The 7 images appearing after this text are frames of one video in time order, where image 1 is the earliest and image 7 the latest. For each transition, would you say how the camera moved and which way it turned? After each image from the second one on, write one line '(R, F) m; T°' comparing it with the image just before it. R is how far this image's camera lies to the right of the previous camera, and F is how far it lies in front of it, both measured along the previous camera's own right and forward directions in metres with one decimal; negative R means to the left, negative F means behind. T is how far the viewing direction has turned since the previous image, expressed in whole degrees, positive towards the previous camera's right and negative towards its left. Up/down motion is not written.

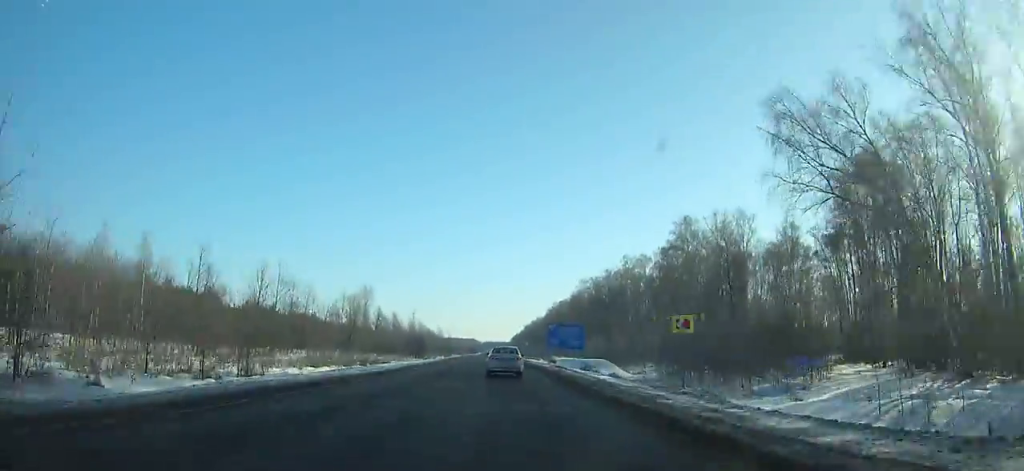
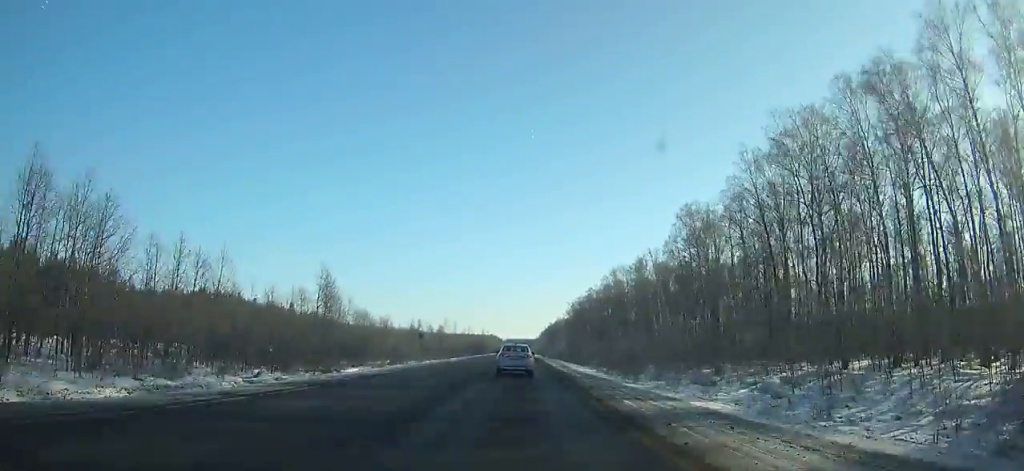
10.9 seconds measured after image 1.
(-9.3, +223.6) m; -2°
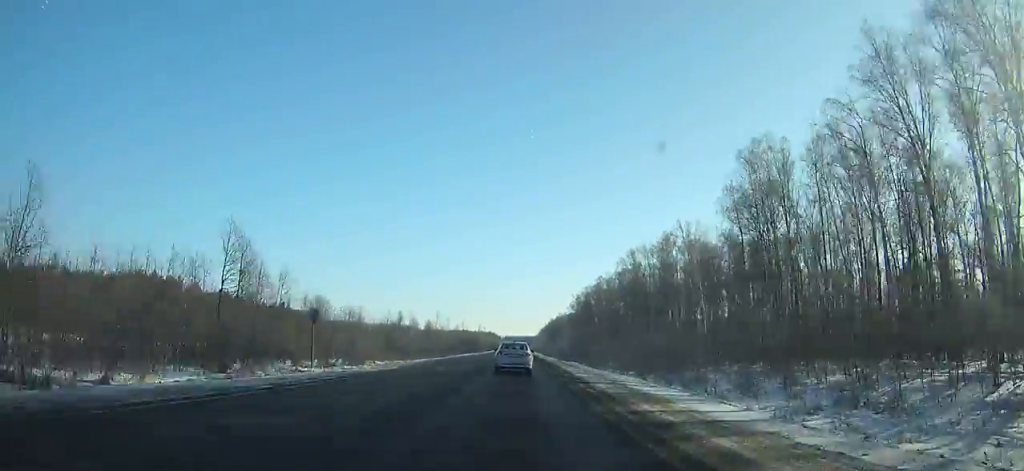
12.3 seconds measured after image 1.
(0.0, +30.5) m; 0°
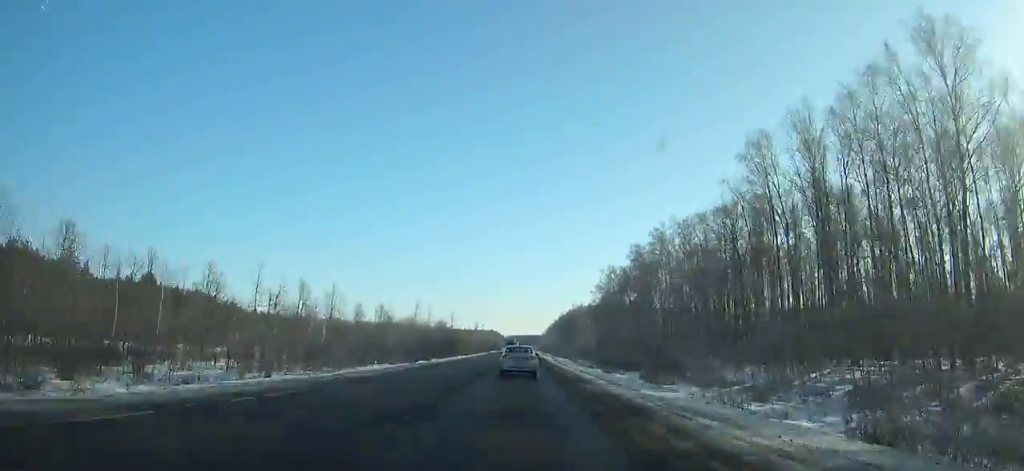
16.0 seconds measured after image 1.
(-0.1, +81.8) m; 0°
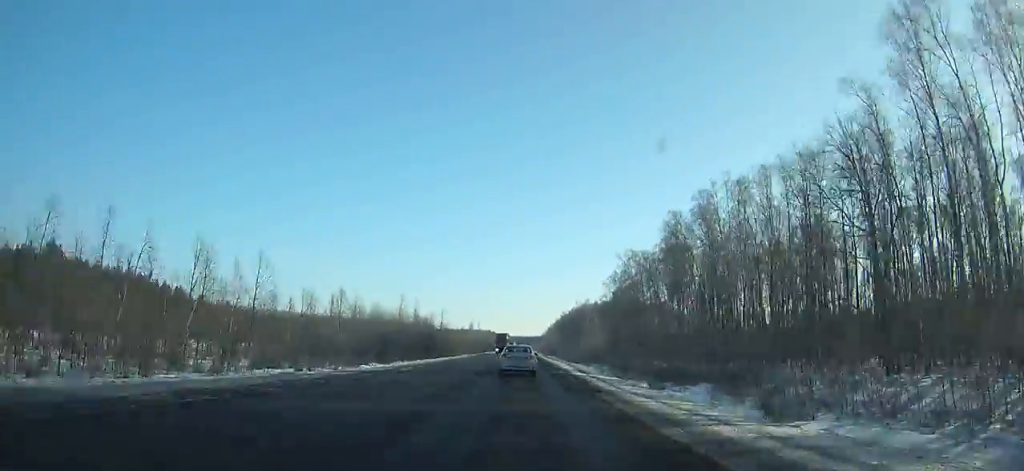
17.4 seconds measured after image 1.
(+0.1, +31.3) m; 0°
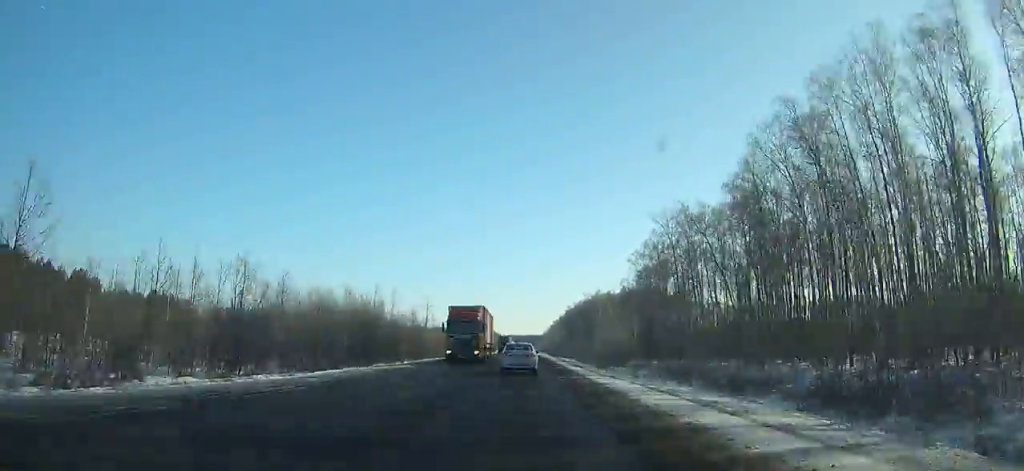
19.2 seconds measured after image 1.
(-0.1, +40.8) m; 0°
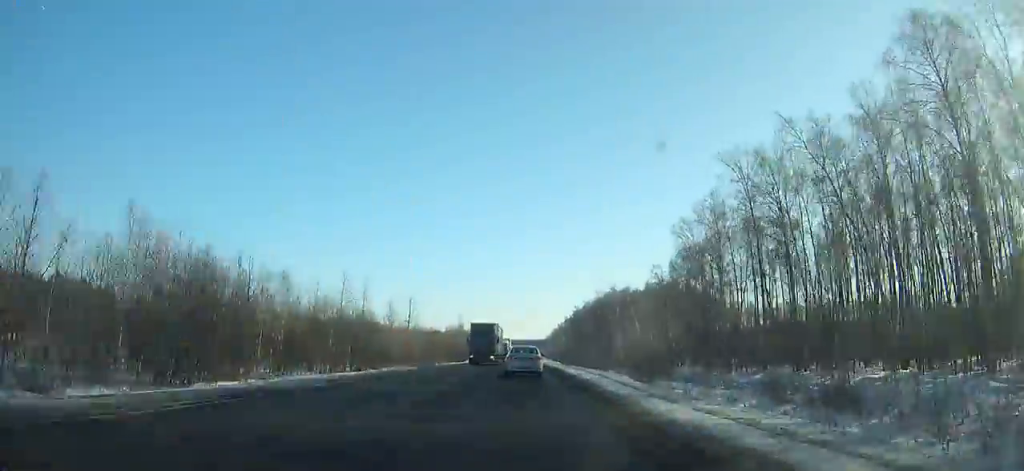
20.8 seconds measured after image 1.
(-0.1, +36.4) m; 0°
